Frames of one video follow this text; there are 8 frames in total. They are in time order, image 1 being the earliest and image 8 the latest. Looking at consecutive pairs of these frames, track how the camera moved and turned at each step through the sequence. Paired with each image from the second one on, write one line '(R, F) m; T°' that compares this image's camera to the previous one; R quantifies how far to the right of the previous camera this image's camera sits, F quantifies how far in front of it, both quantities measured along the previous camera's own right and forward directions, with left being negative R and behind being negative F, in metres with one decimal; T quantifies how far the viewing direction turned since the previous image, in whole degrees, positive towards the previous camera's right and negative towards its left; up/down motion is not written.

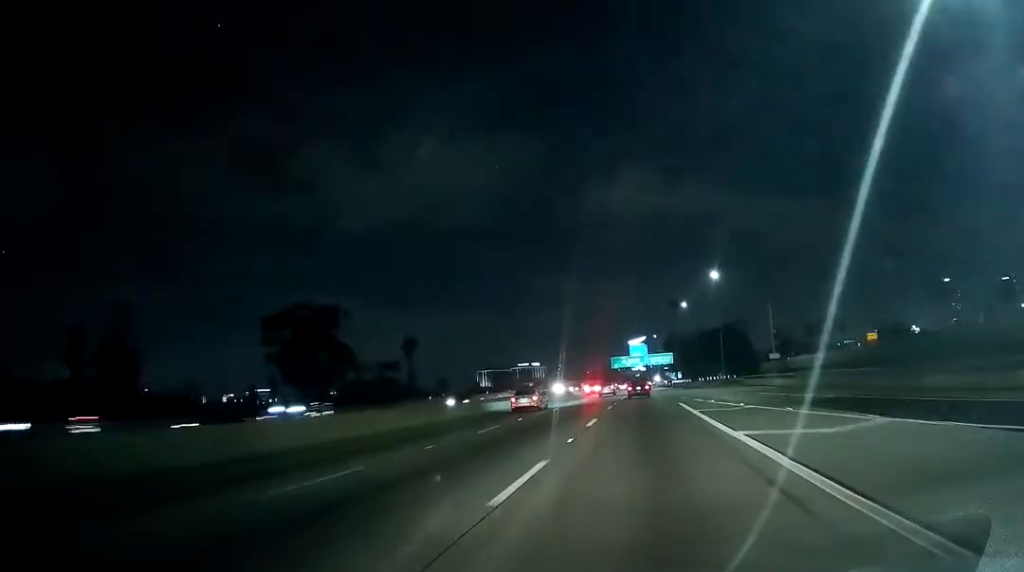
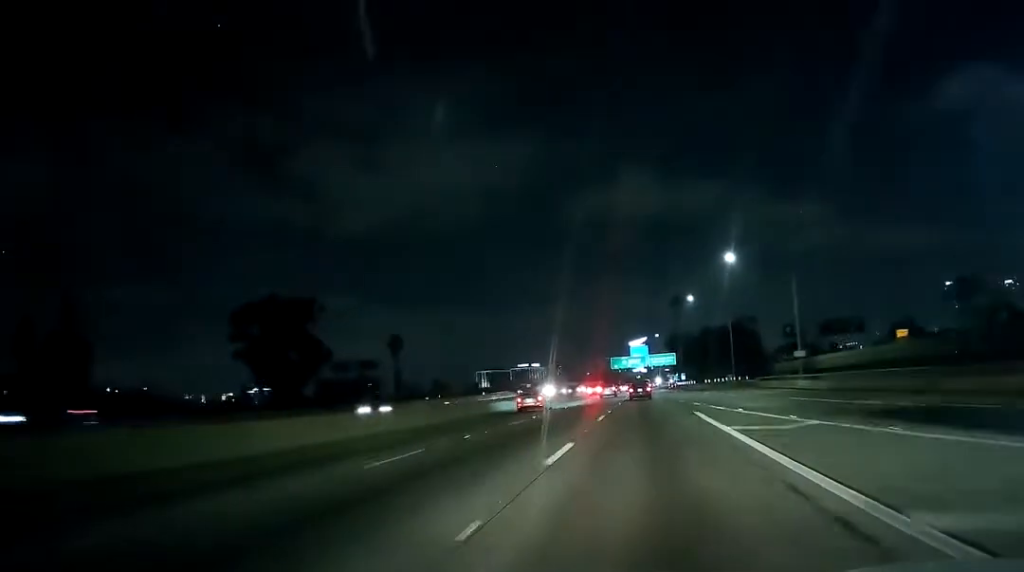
(+0.3, +10.9) m; +1°
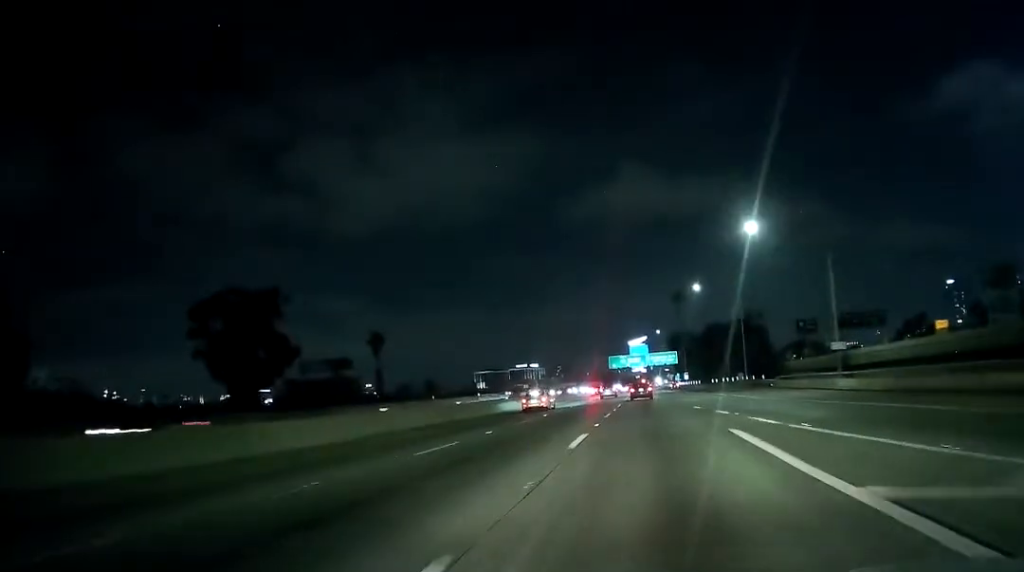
(+0.1, +10.9) m; +1°
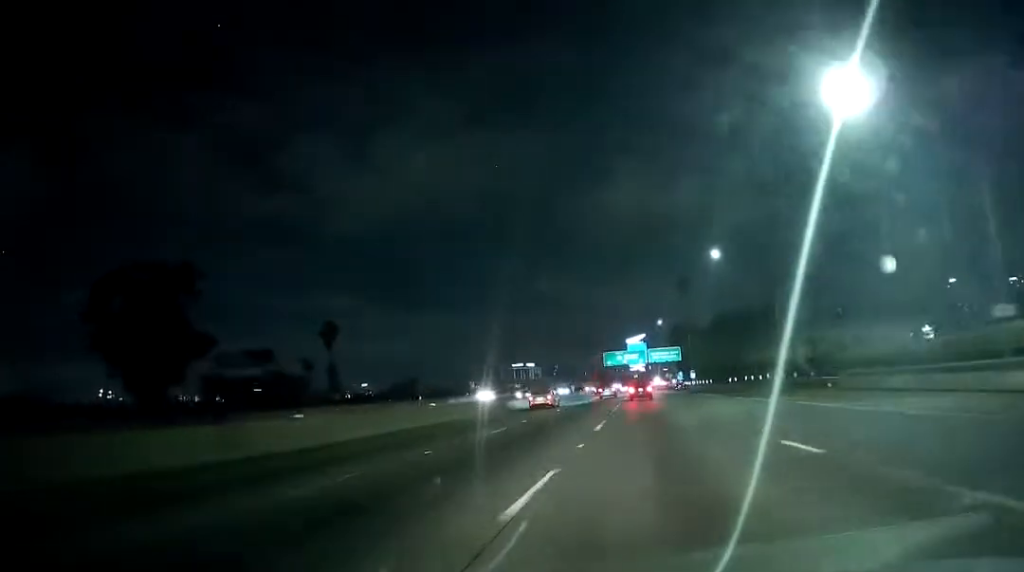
(+0.4, +21.8) m; +1°
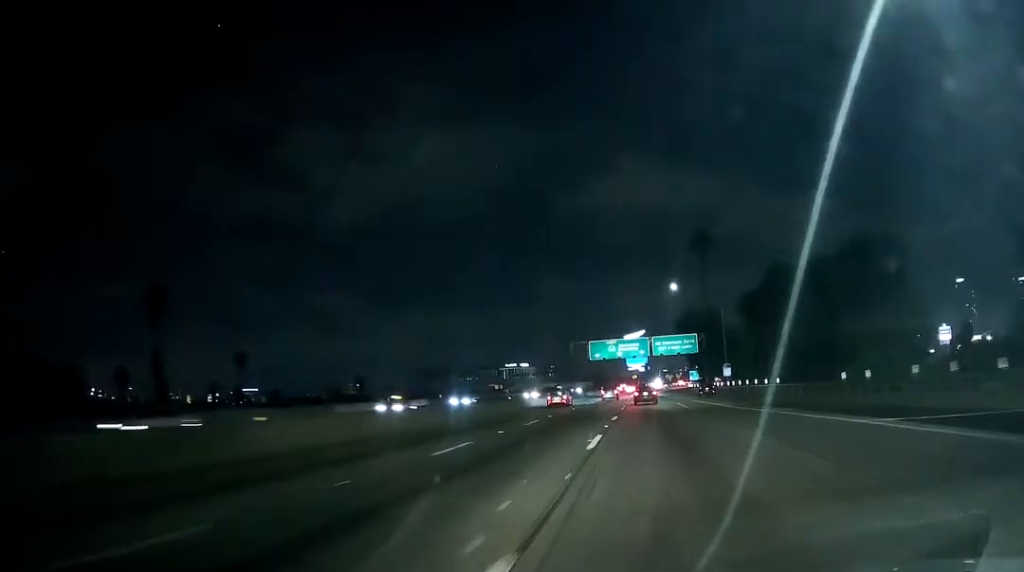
(-2.0, +49.4) m; -1°
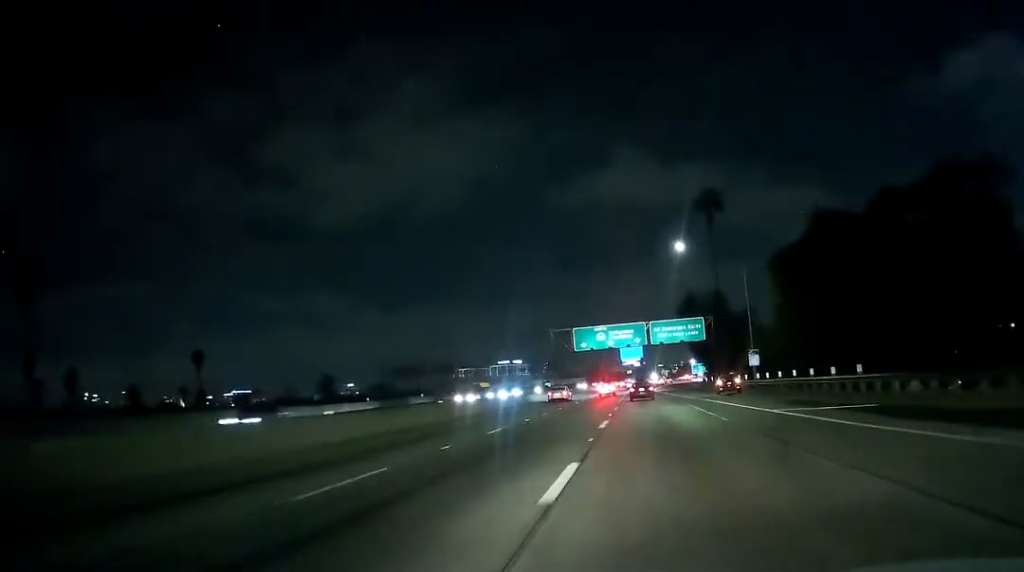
(+1.1, +21.4) m; +1°
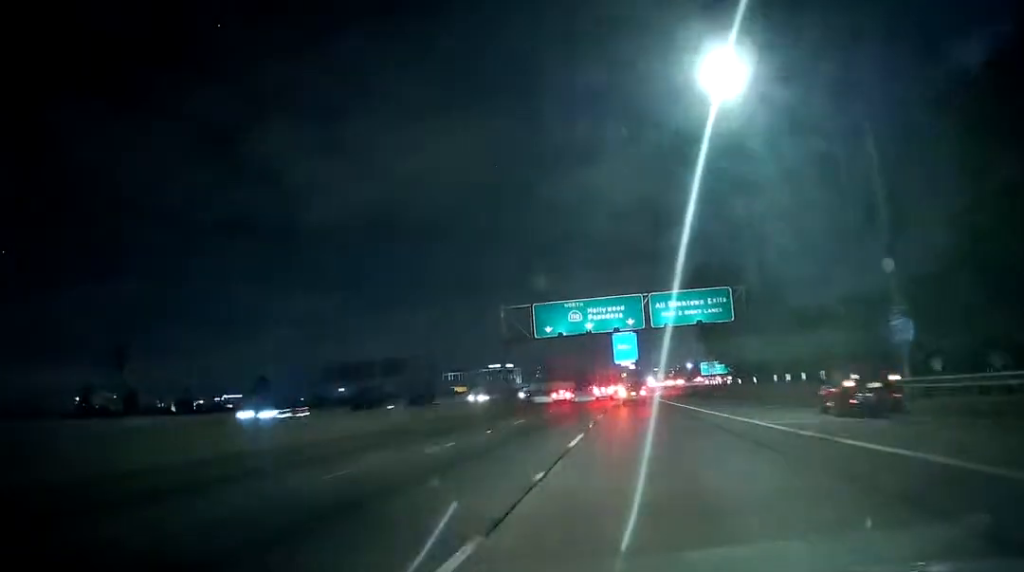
(-1.0, +34.5) m; -1°
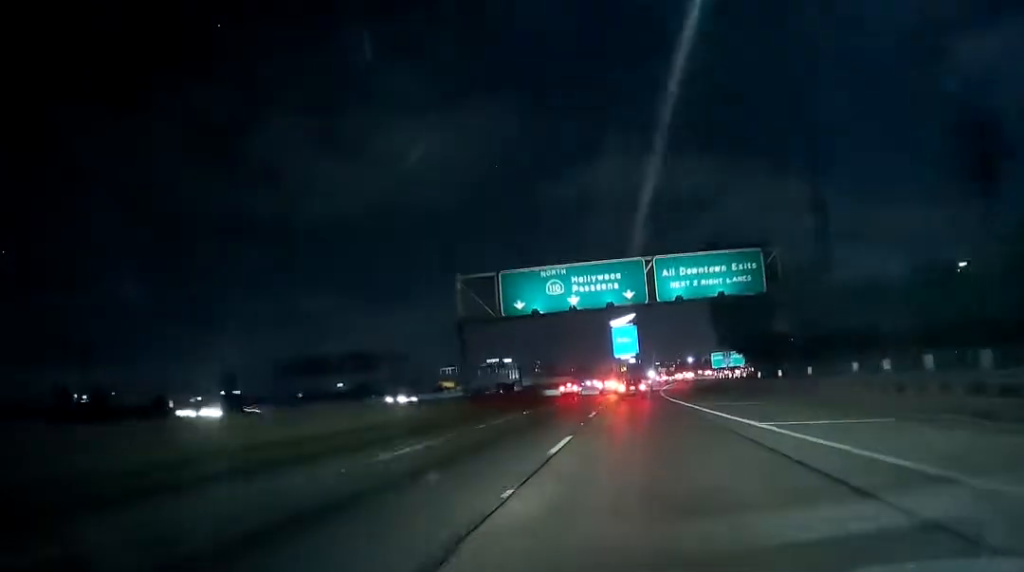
(0.0, +16.8) m; 0°
